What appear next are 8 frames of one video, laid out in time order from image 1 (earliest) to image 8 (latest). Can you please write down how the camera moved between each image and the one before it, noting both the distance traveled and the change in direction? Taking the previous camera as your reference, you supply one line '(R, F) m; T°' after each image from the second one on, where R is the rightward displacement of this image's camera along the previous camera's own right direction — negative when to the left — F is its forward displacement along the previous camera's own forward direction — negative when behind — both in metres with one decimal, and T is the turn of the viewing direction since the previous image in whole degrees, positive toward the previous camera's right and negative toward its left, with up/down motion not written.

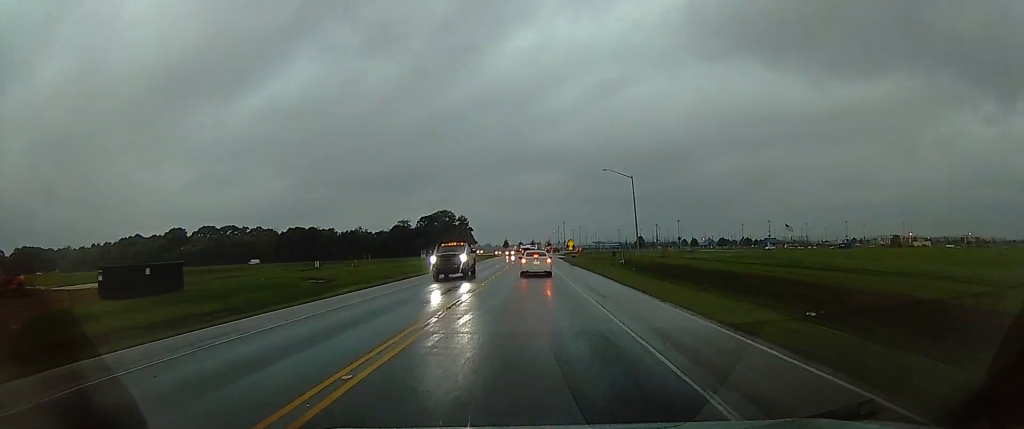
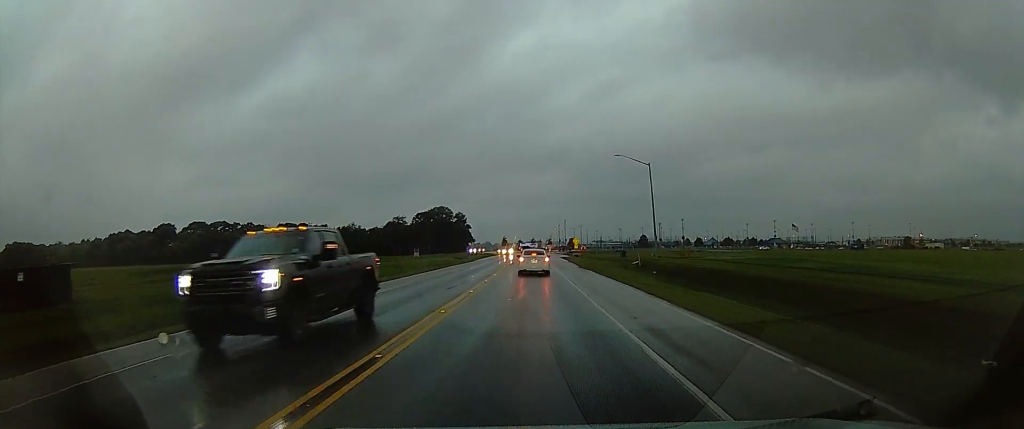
(-1.0, +11.3) m; -1°
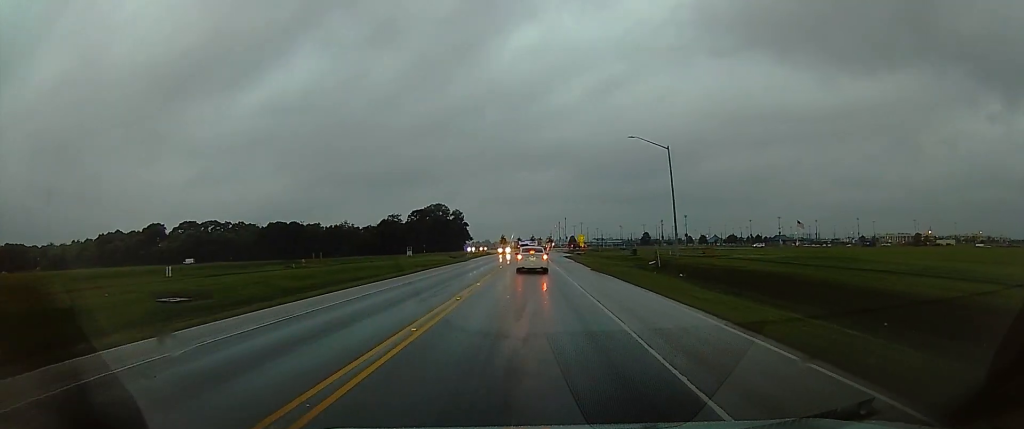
(-0.1, +9.6) m; +2°
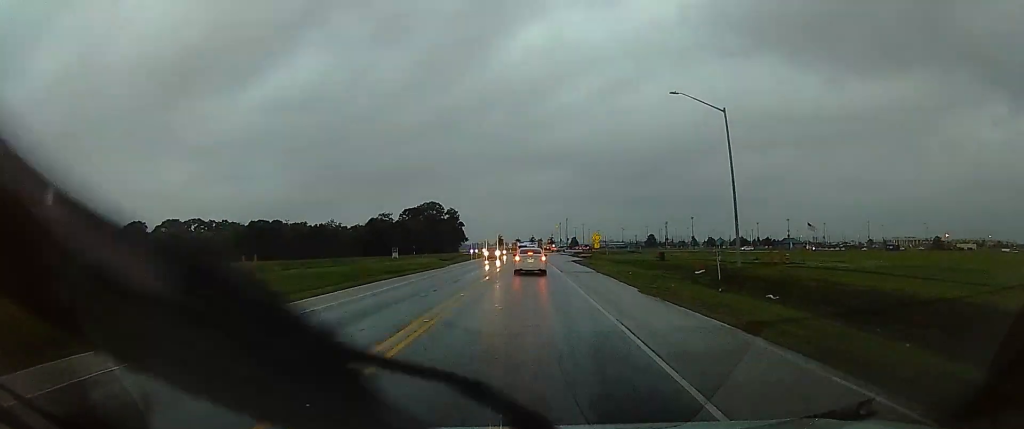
(+1.3, +17.4) m; +4°
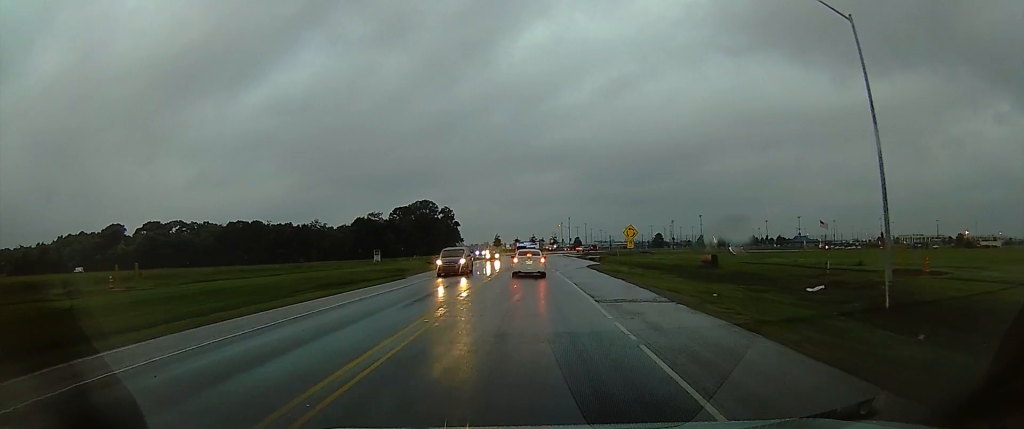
(-0.6, +18.2) m; -3°
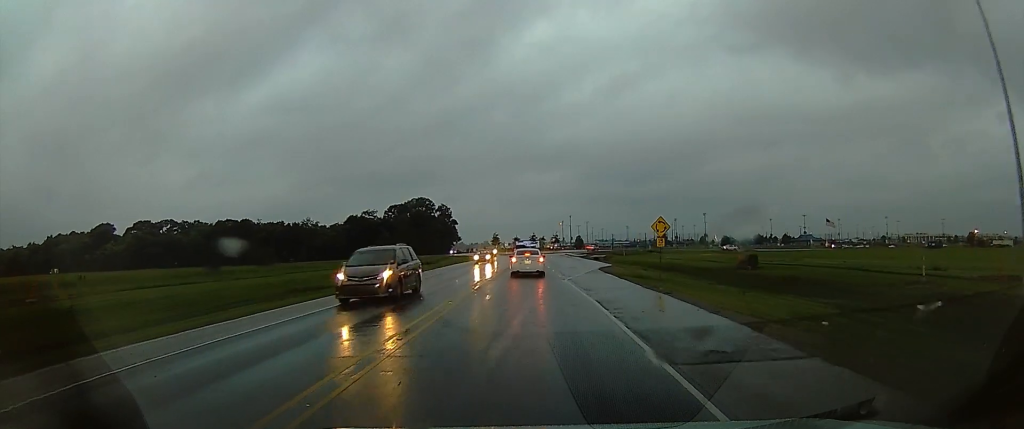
(-0.4, +8.5) m; -1°
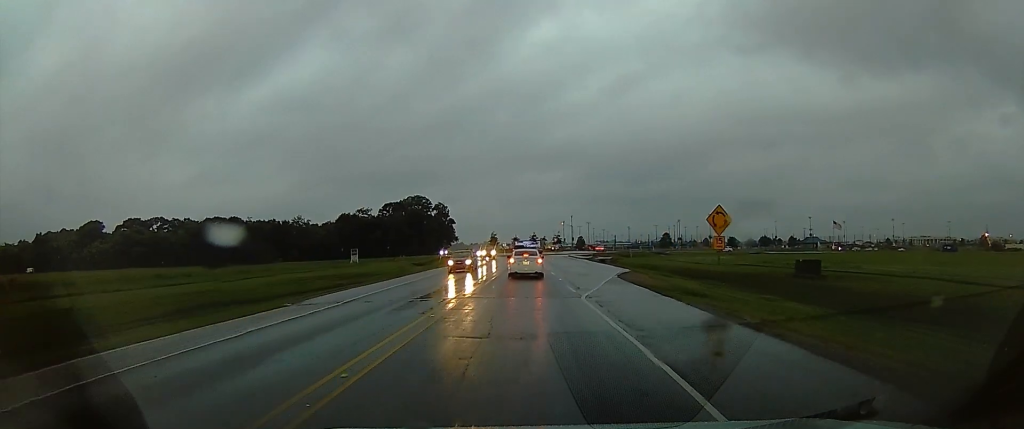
(+0.6, +8.9) m; 0°
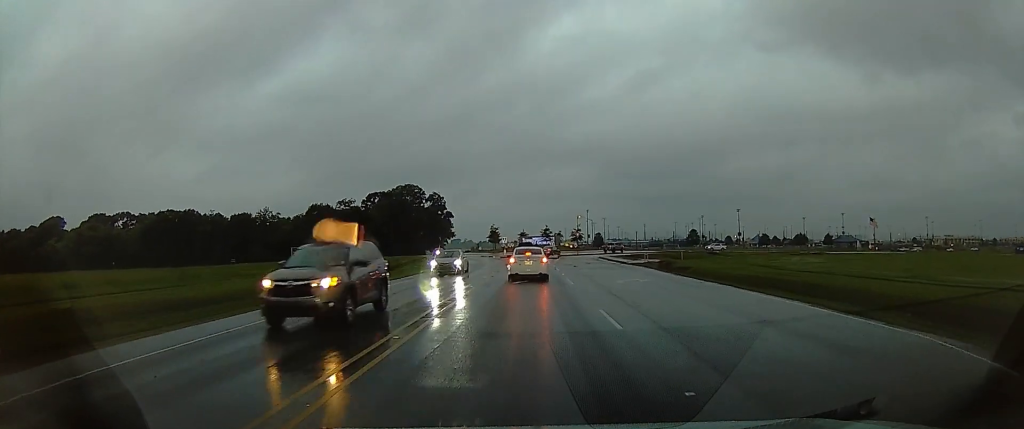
(-0.5, +34.2) m; +3°
